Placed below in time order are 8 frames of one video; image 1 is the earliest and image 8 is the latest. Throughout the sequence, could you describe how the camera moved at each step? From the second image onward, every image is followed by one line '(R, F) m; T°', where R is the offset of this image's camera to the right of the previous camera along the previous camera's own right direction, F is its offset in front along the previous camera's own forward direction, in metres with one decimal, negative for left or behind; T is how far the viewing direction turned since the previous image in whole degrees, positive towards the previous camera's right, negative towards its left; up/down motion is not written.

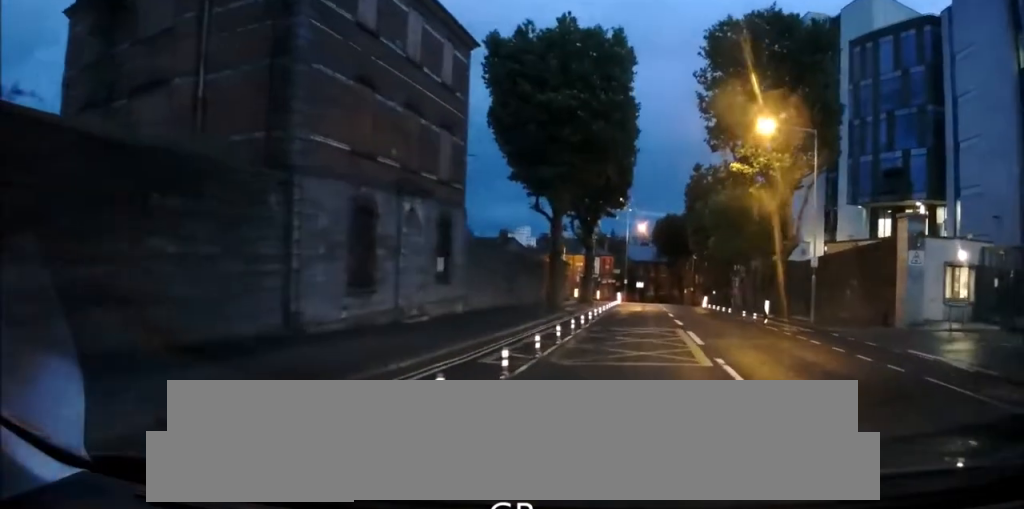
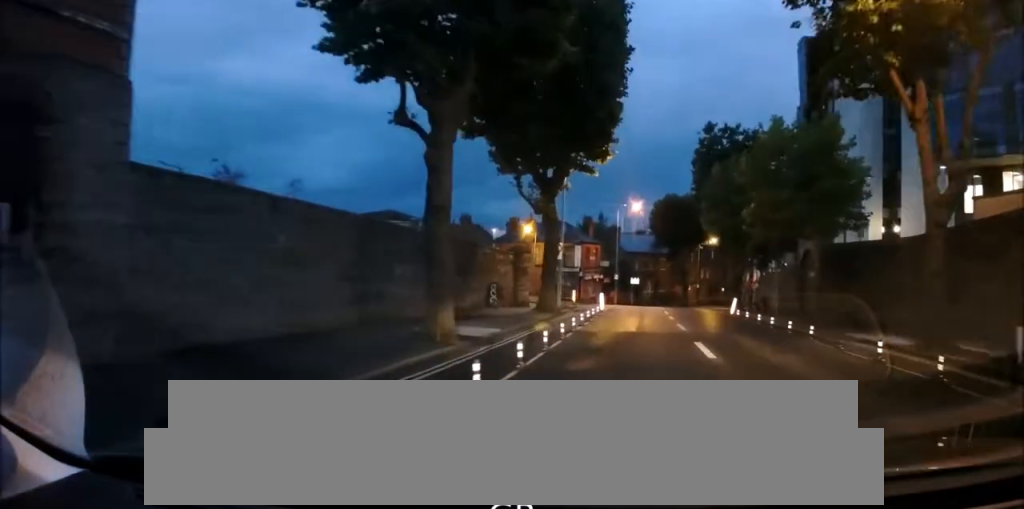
(-0.3, +17.1) m; 0°
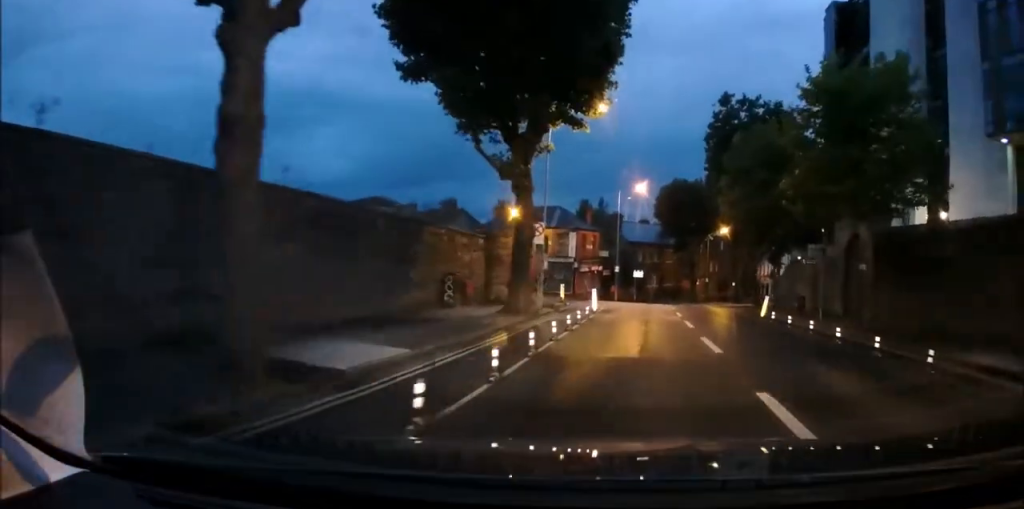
(0.0, +7.3) m; +1°
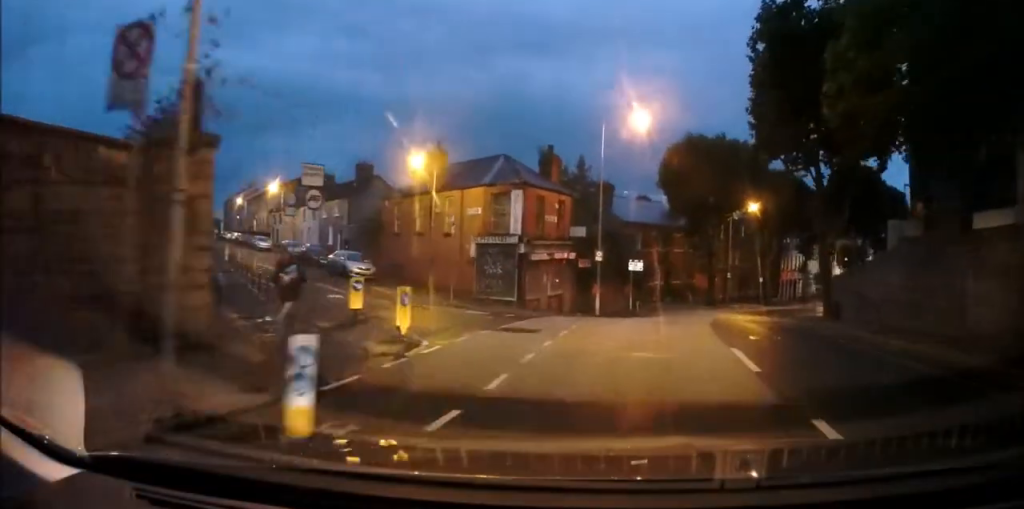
(+0.1, +20.1) m; +1°
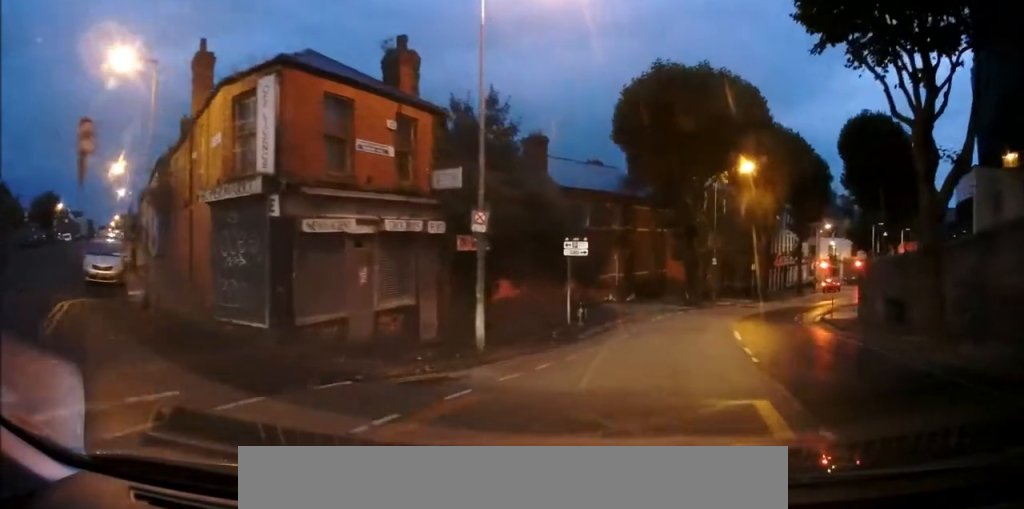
(+0.7, +15.5) m; +7°
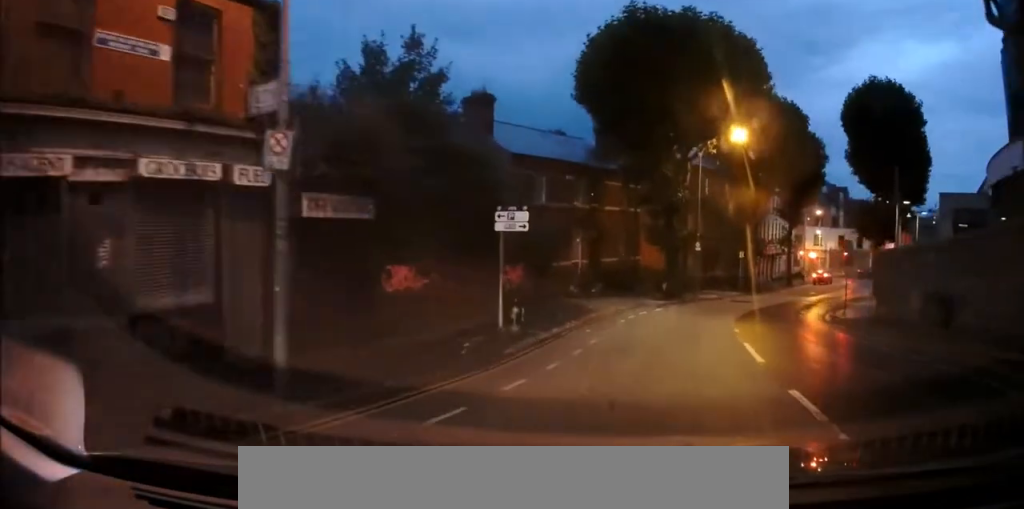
(+0.2, +6.8) m; +3°
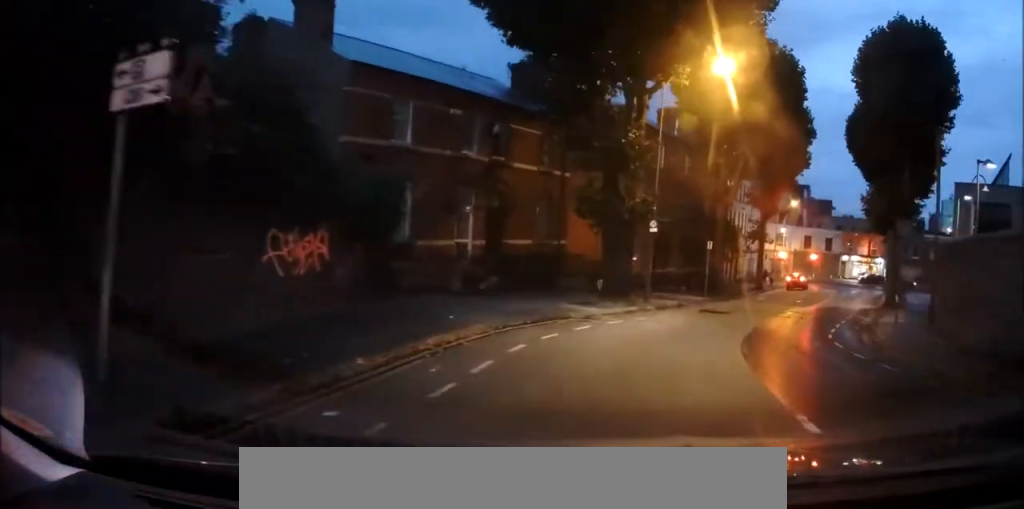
(+0.5, +11.5) m; +6°
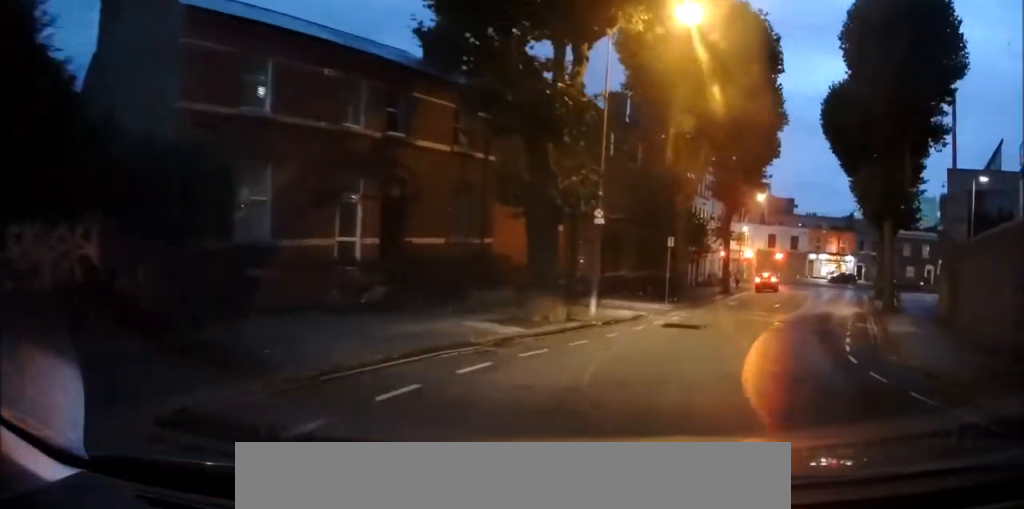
(+0.2, +5.2) m; +4°
